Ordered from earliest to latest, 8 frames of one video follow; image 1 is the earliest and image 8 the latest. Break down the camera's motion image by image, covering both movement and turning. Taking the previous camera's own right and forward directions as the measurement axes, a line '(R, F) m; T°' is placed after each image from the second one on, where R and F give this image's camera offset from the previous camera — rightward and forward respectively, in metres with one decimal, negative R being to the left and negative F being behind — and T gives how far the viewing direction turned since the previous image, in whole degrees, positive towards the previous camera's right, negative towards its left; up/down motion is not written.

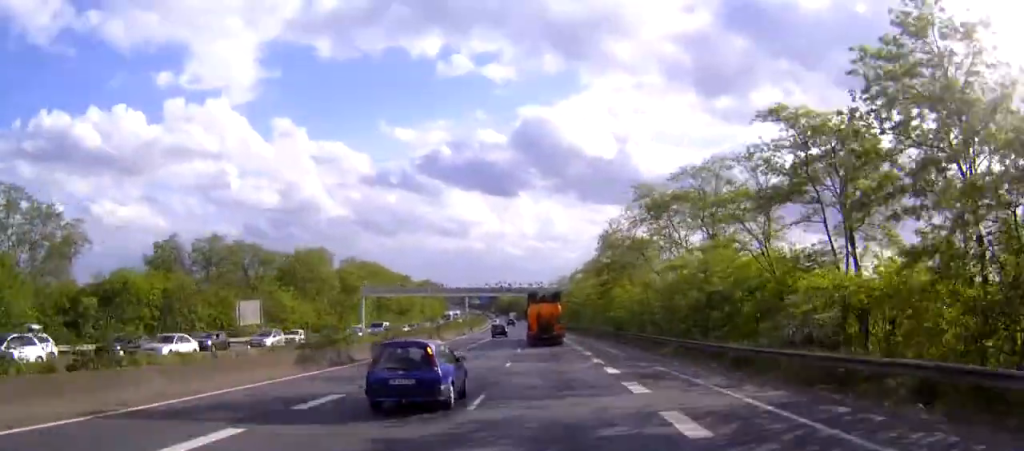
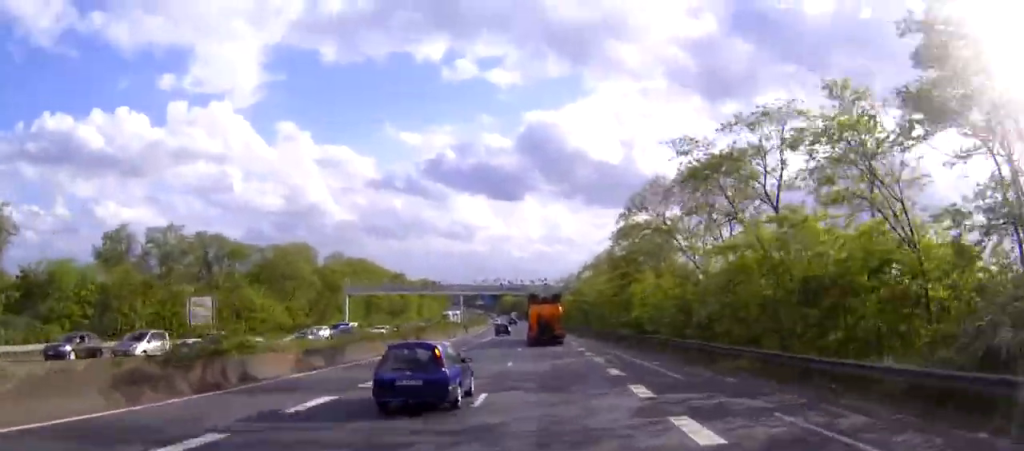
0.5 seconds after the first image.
(0.0, +13.6) m; 0°
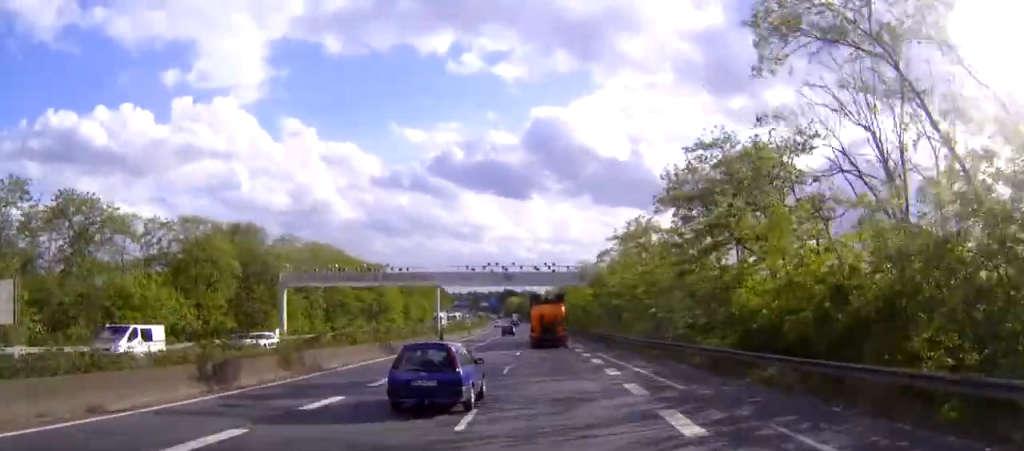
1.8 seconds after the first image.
(-0.3, +31.3) m; -1°
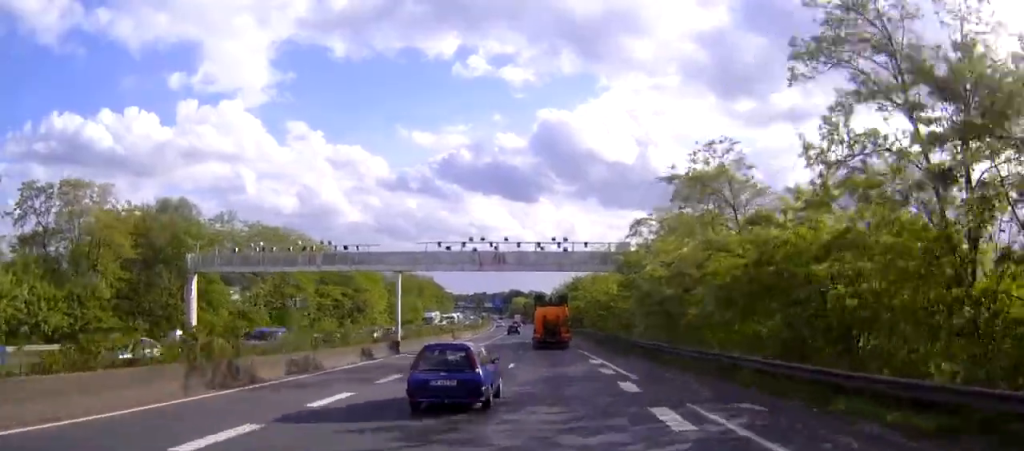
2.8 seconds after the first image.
(-0.1, +25.2) m; -1°
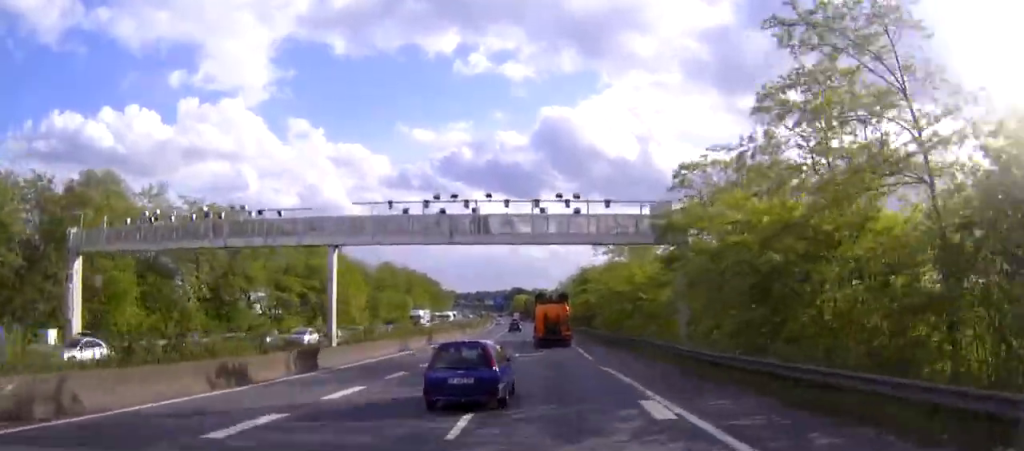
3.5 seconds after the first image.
(-0.1, +18.3) m; 0°
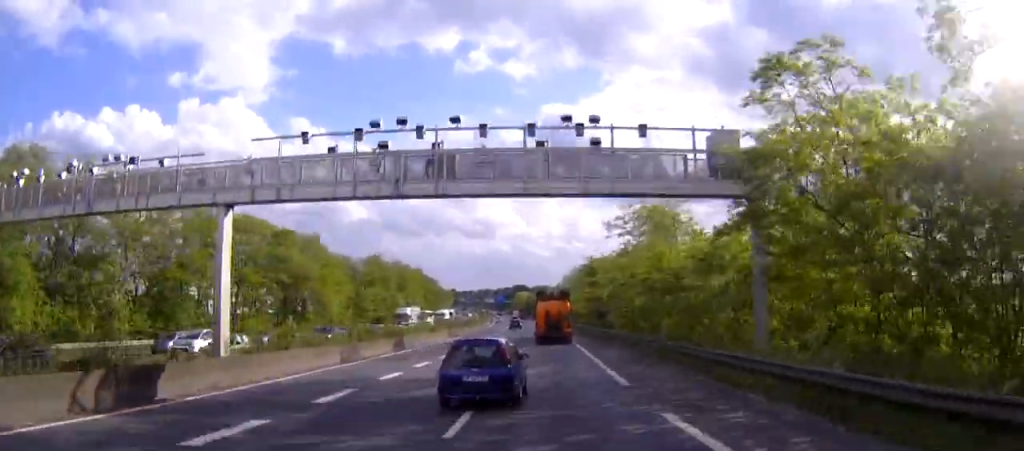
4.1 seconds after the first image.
(-0.1, +14.1) m; 0°
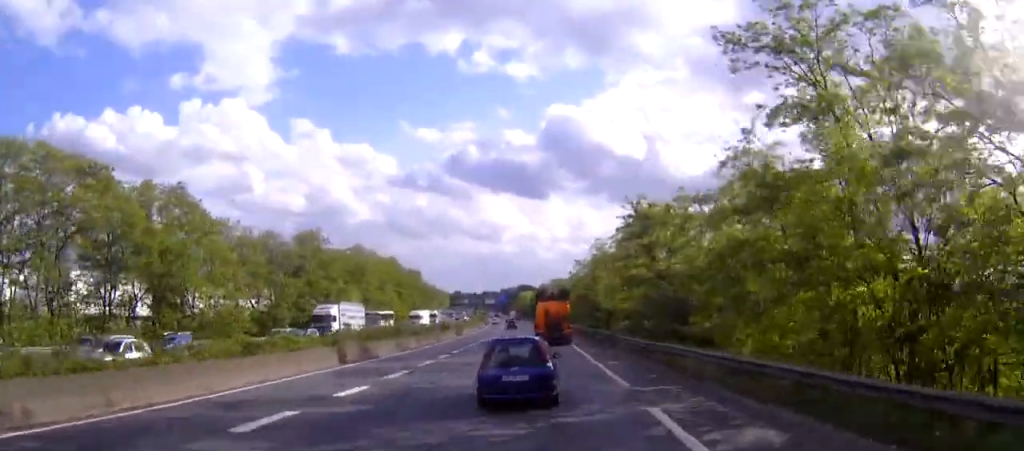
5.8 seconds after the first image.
(-0.1, +43.5) m; -1°
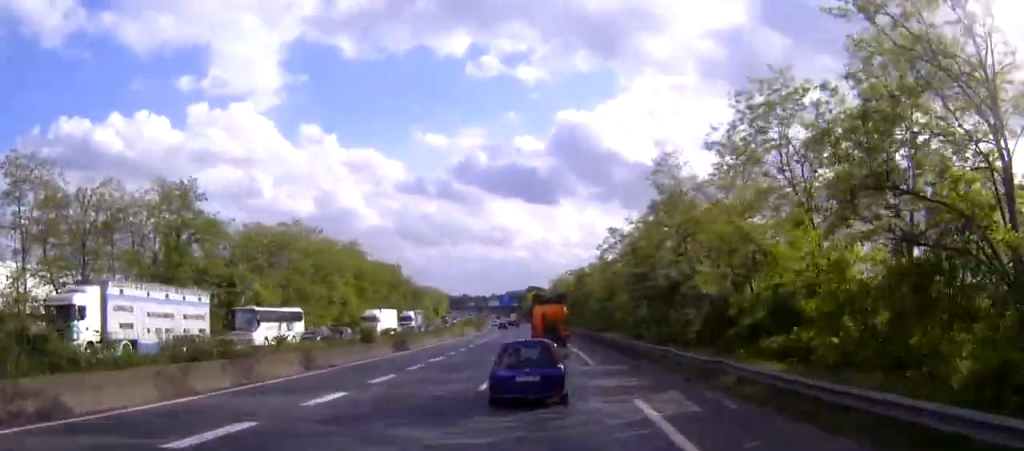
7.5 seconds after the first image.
(-0.2, +41.0) m; -1°
